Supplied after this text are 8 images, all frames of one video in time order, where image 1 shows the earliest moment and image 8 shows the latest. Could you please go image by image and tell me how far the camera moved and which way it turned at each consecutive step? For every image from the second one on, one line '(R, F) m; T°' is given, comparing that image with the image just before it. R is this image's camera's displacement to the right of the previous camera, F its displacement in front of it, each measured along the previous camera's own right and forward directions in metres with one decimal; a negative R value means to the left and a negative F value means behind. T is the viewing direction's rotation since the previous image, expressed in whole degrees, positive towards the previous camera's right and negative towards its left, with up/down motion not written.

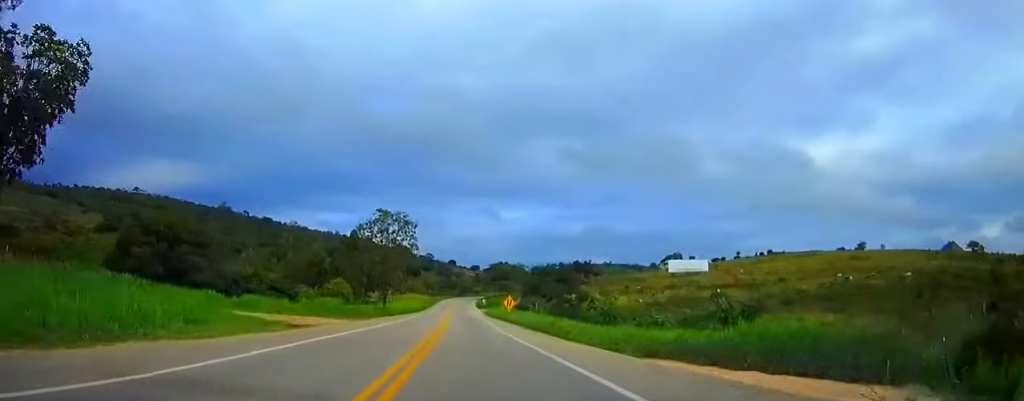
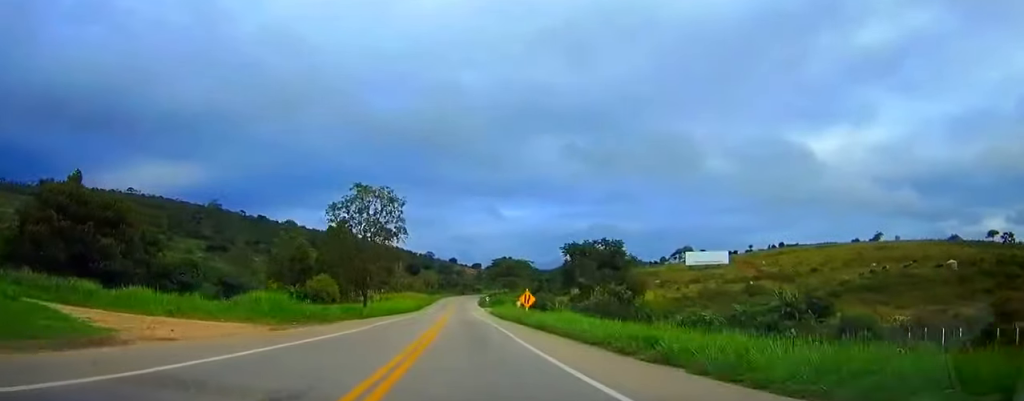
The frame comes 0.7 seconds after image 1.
(0.0, +20.6) m; -1°
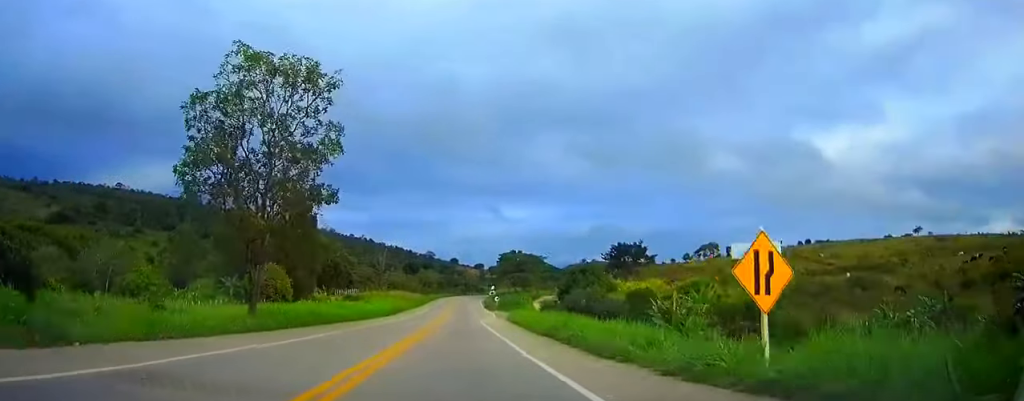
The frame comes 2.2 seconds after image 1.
(-1.5, +43.4) m; -4°
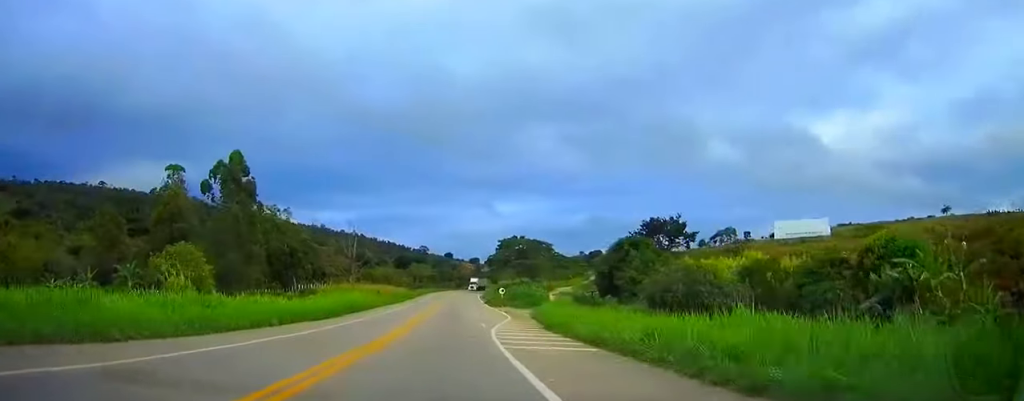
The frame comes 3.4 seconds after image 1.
(-0.3, +34.7) m; -1°
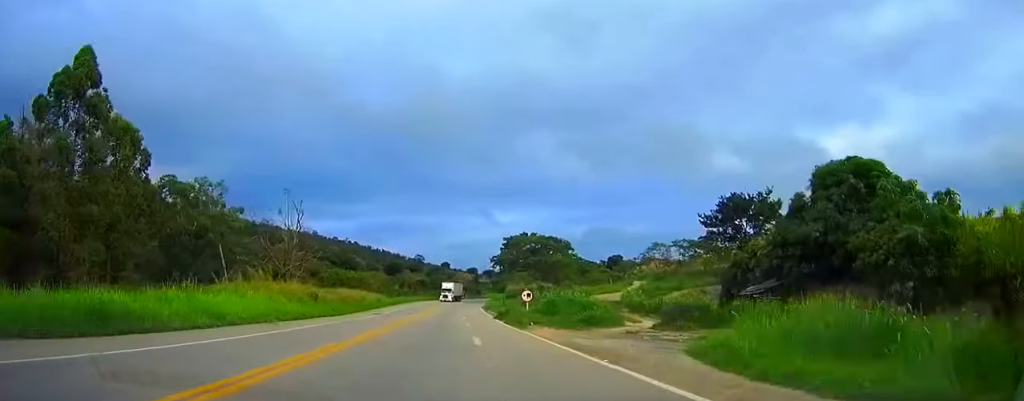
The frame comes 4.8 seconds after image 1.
(+0.1, +42.9) m; 0°
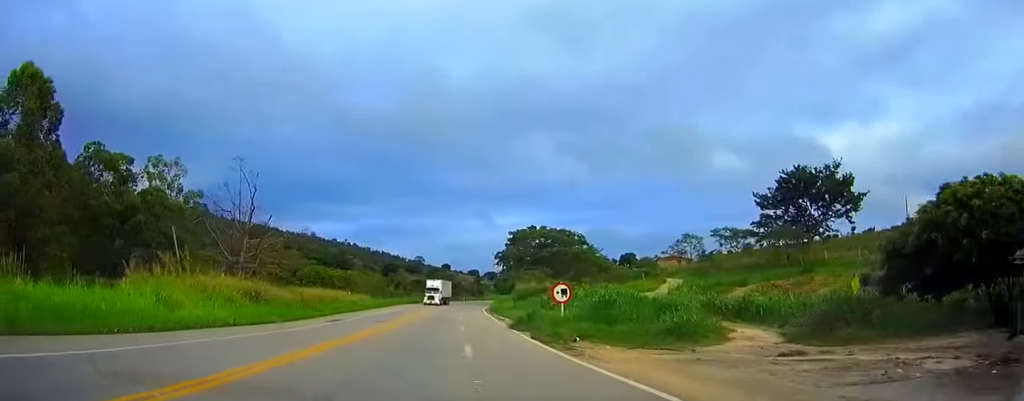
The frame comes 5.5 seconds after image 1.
(0.0, +19.0) m; 0°
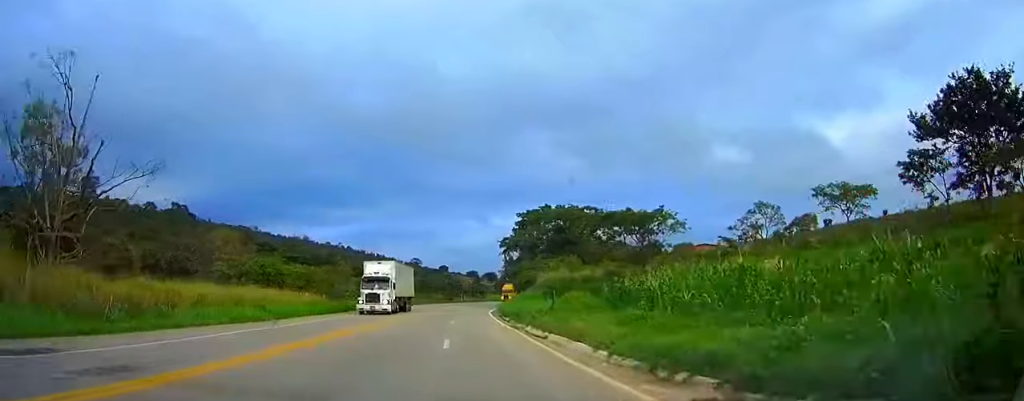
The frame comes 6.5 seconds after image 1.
(+0.2, +32.0) m; 0°
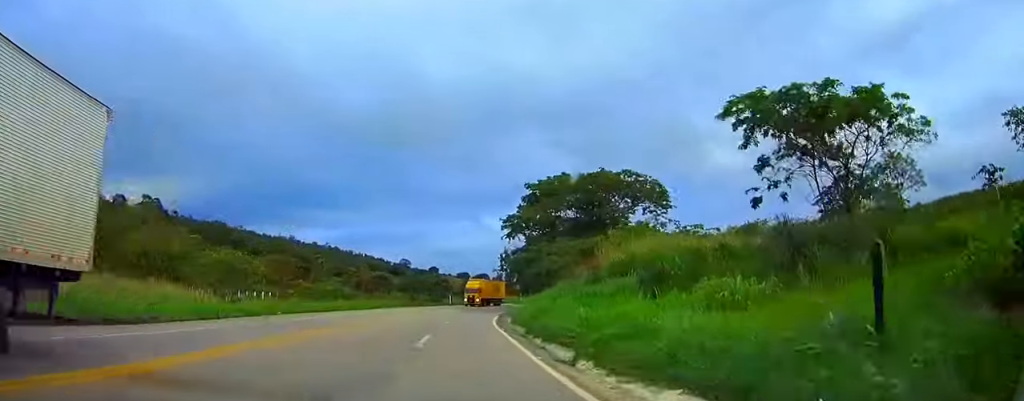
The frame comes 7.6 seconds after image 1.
(+0.1, +31.8) m; +1°
